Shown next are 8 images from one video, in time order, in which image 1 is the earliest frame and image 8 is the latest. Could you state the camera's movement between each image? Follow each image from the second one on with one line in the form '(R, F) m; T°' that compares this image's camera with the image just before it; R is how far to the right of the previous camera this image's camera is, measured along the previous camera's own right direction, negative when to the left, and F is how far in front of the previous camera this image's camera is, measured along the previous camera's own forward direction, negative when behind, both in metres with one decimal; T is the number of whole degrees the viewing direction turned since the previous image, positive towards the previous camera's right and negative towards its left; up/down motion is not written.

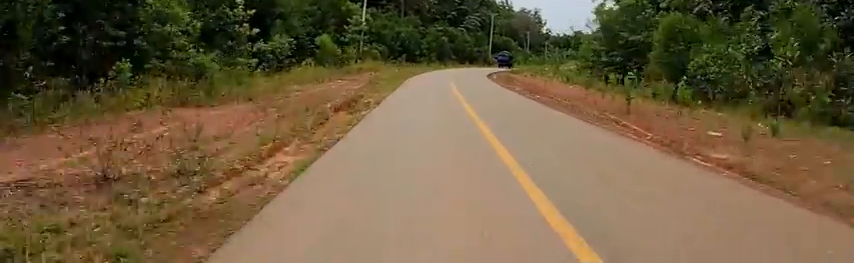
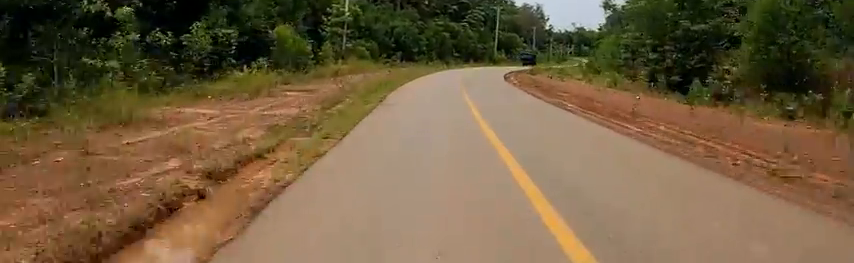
(0.0, +7.5) m; 0°
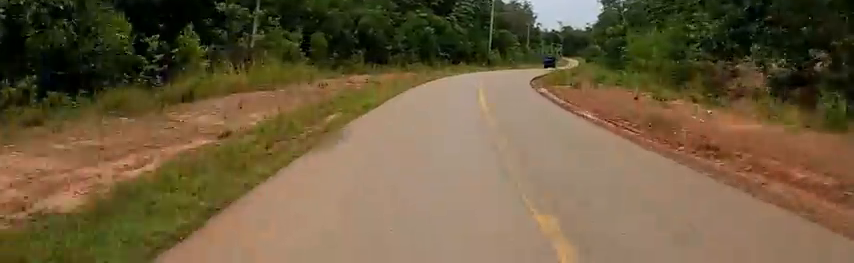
(-1.0, +15.1) m; -22°
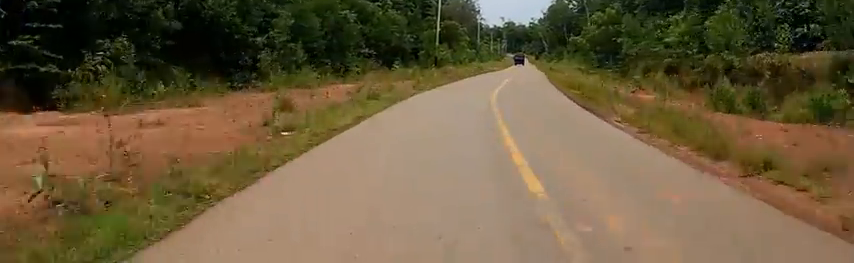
(-9.6, +24.9) m; -18°
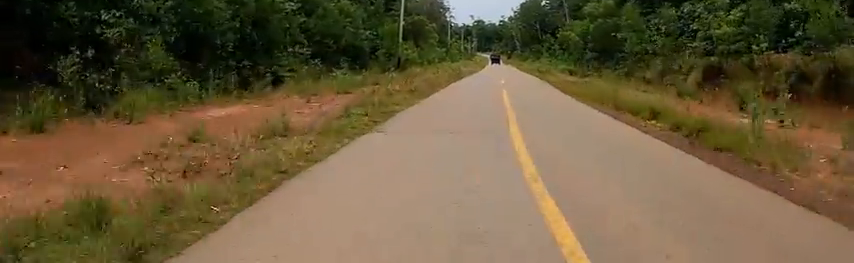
(+0.9, +12.4) m; +11°
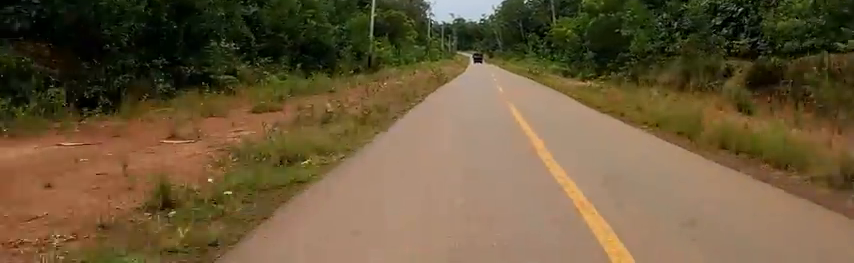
(+0.5, +8.1) m; +11°
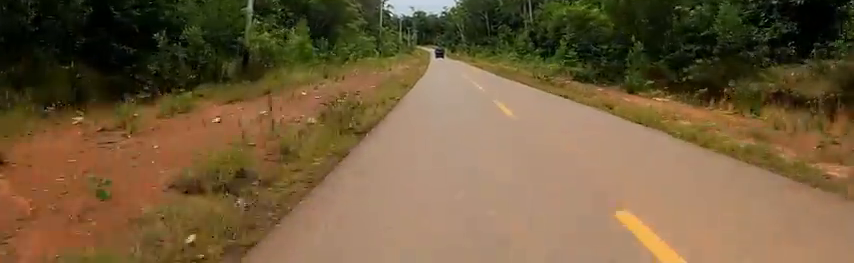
(+3.9, +19.7) m; +13°
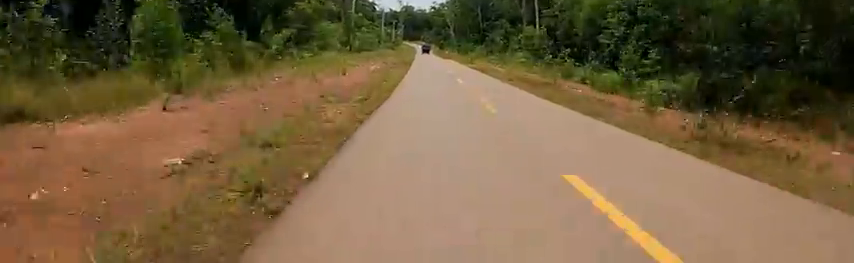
(-0.1, +15.8) m; -3°
